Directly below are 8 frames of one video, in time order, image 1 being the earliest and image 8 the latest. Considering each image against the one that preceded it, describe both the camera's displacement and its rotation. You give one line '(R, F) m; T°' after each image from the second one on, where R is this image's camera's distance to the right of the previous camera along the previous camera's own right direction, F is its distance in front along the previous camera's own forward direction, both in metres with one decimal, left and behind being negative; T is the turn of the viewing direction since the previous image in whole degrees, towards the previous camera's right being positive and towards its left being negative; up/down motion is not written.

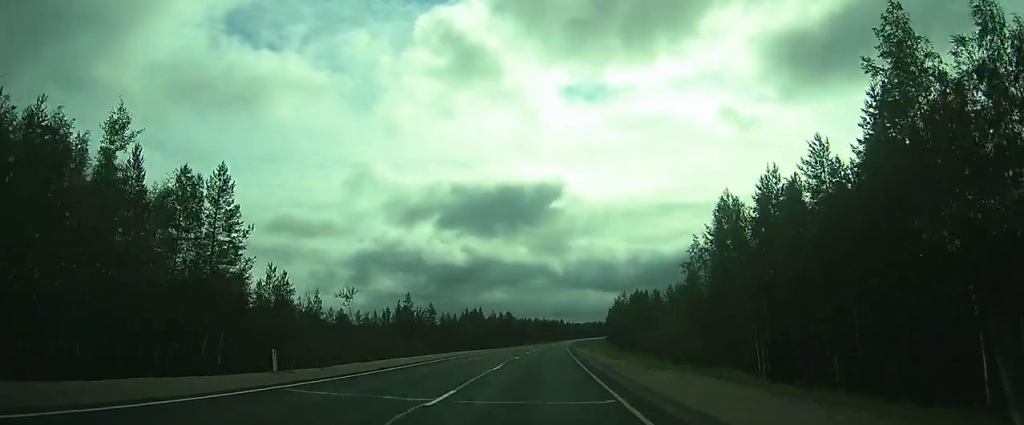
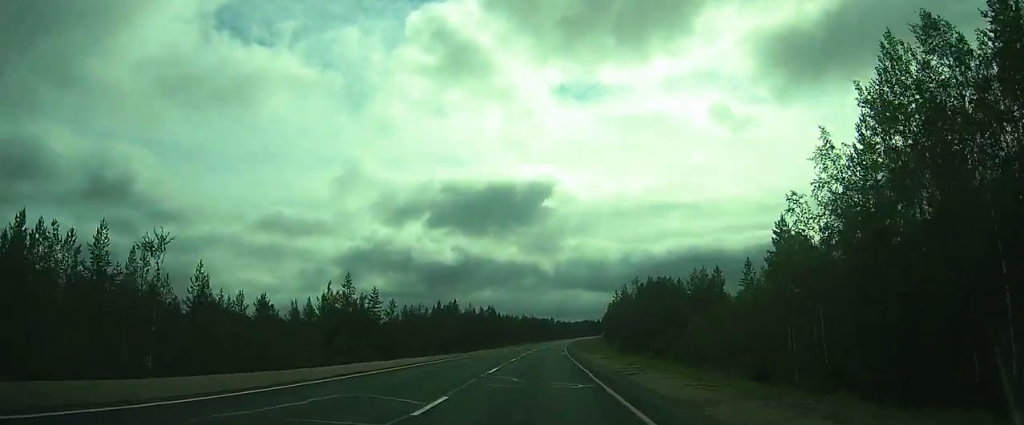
(+0.2, +23.4) m; +2°
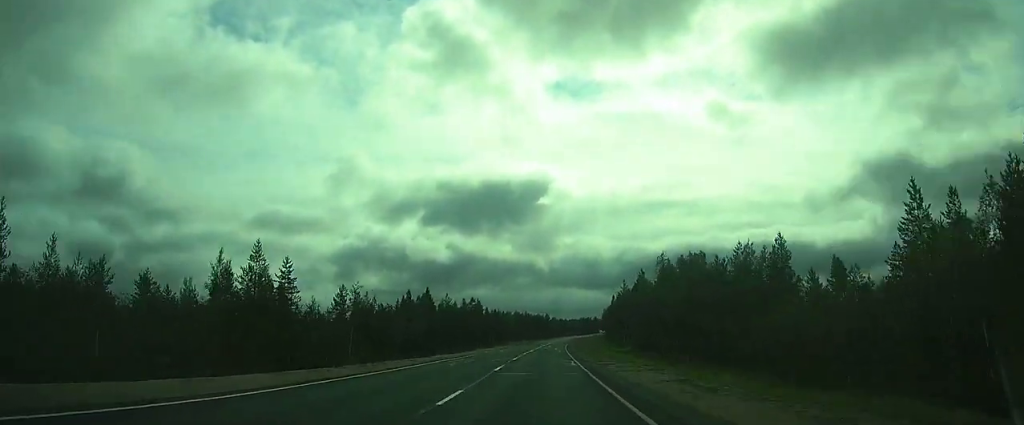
(+0.4, +20.5) m; +1°
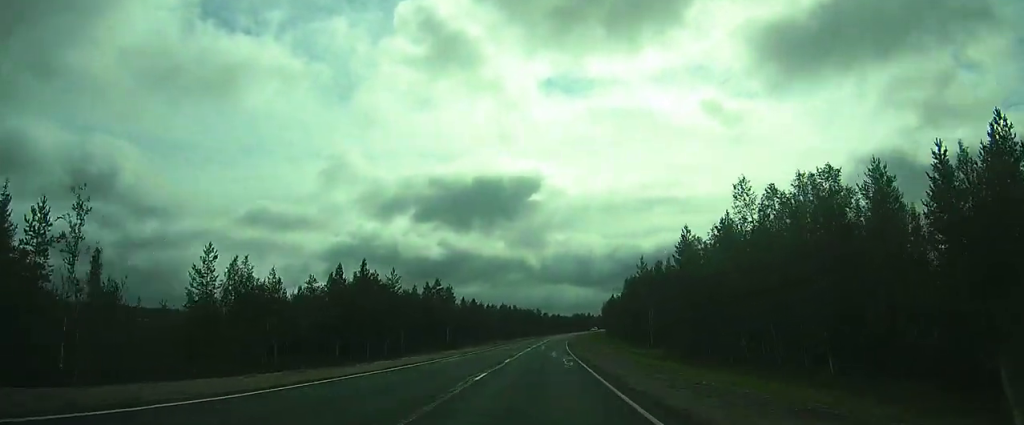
(-0.1, +27.7) m; 0°
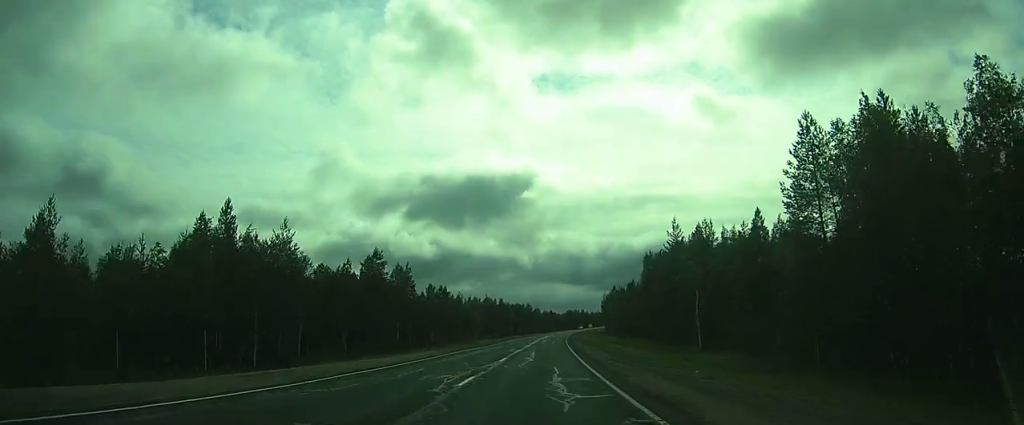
(0.0, +25.0) m; 0°
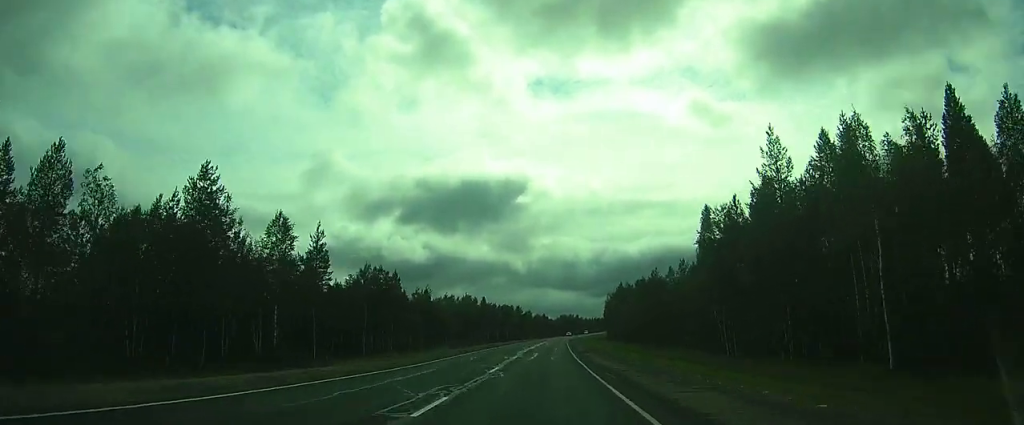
(+0.3, +27.3) m; +1°
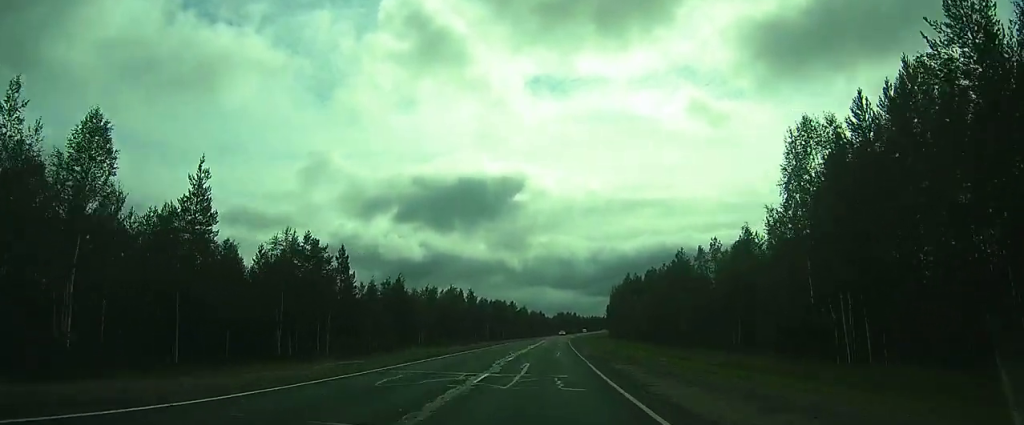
(0.0, +16.6) m; 0°
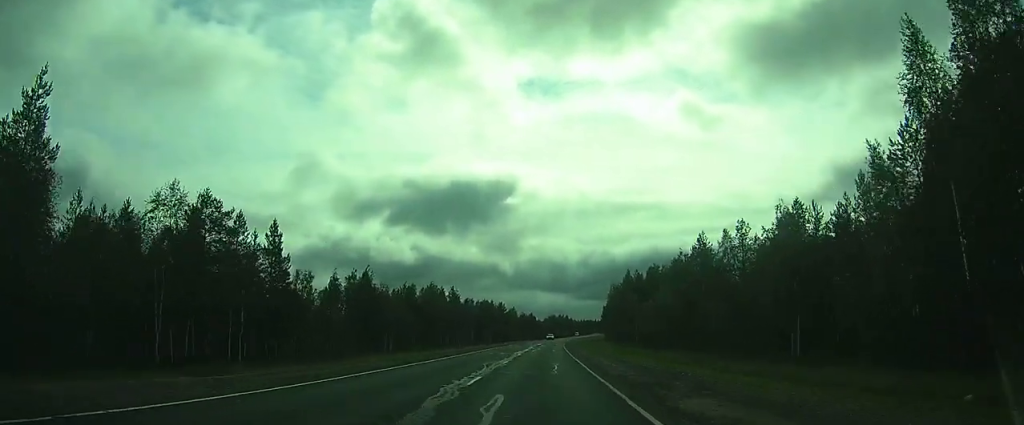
(0.0, +11.6) m; 0°
